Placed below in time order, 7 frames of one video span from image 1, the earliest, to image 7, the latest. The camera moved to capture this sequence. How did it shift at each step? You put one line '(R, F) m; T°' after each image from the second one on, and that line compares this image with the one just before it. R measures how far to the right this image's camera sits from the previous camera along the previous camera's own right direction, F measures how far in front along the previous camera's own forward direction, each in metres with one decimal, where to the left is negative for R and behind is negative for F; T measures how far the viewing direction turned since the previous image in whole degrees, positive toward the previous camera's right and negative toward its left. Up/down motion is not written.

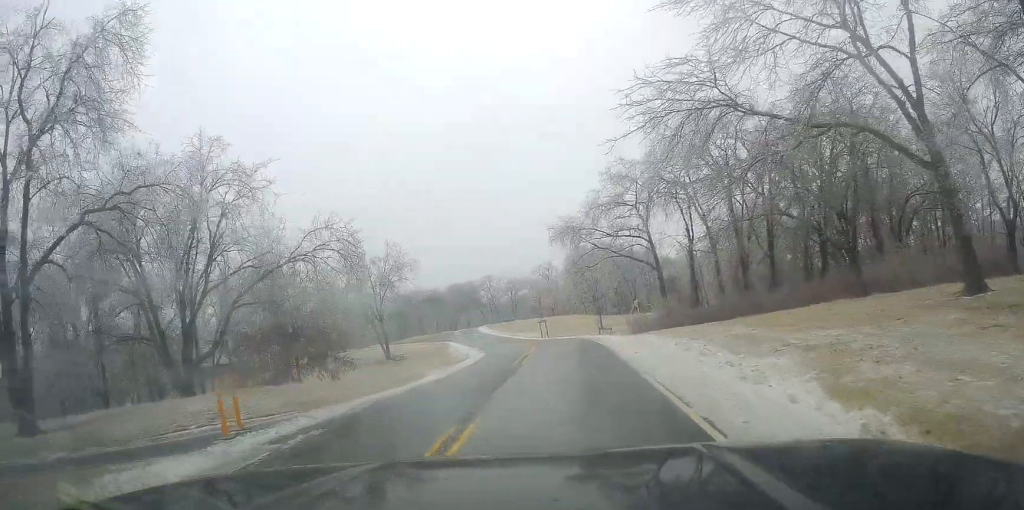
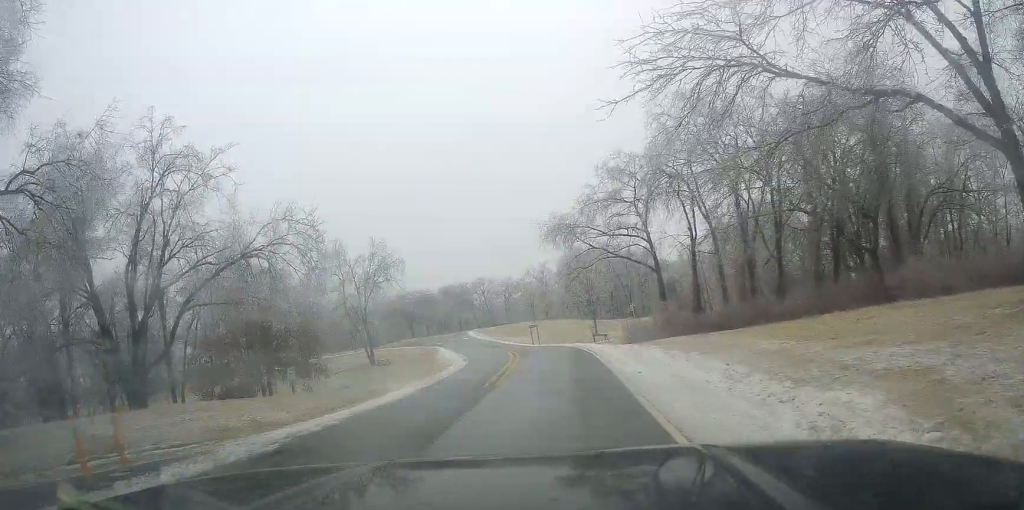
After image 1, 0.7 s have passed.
(-0.1, +4.4) m; +2°
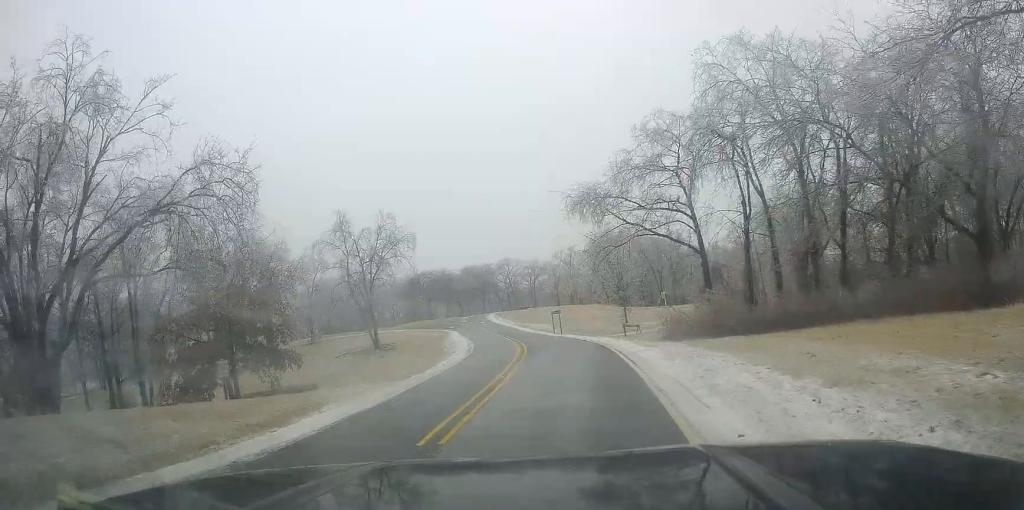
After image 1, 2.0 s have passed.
(+0.5, +8.7) m; +1°
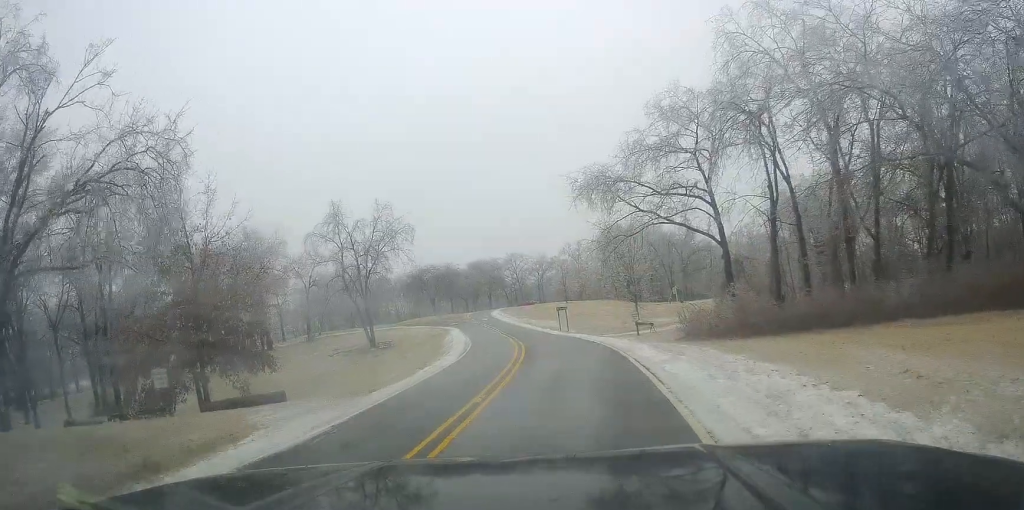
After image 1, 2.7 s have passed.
(-0.4, +4.7) m; -1°
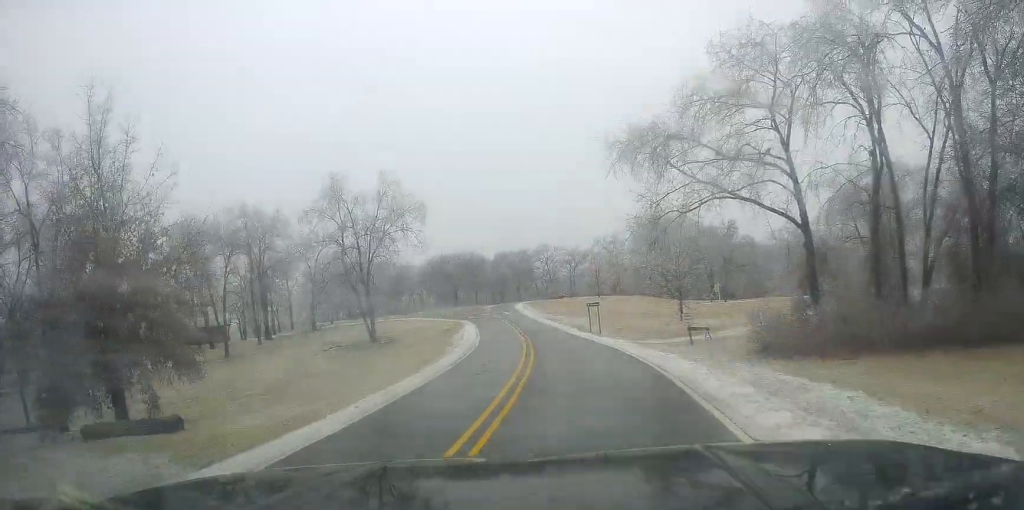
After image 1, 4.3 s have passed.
(-0.1, +10.2) m; -5°
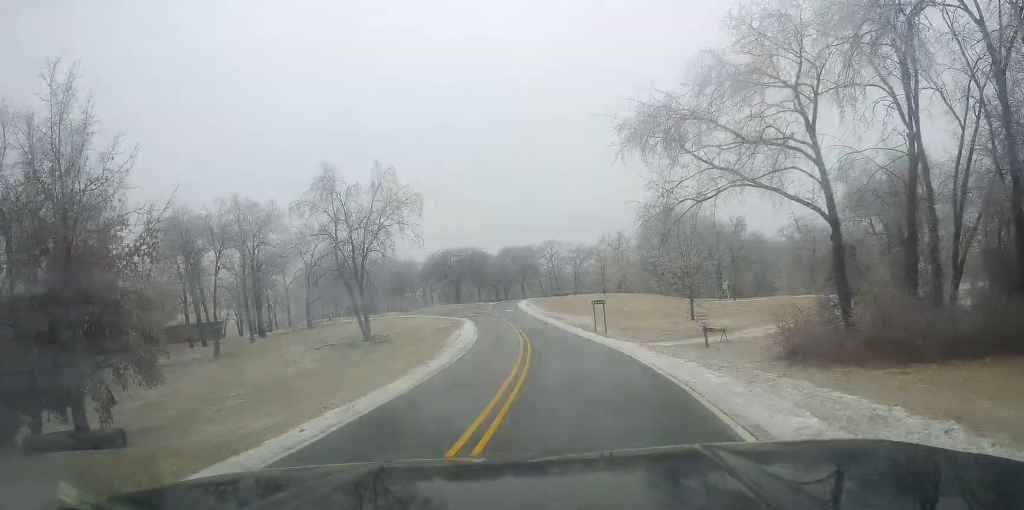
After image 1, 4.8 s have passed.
(-0.4, +3.0) m; -2°
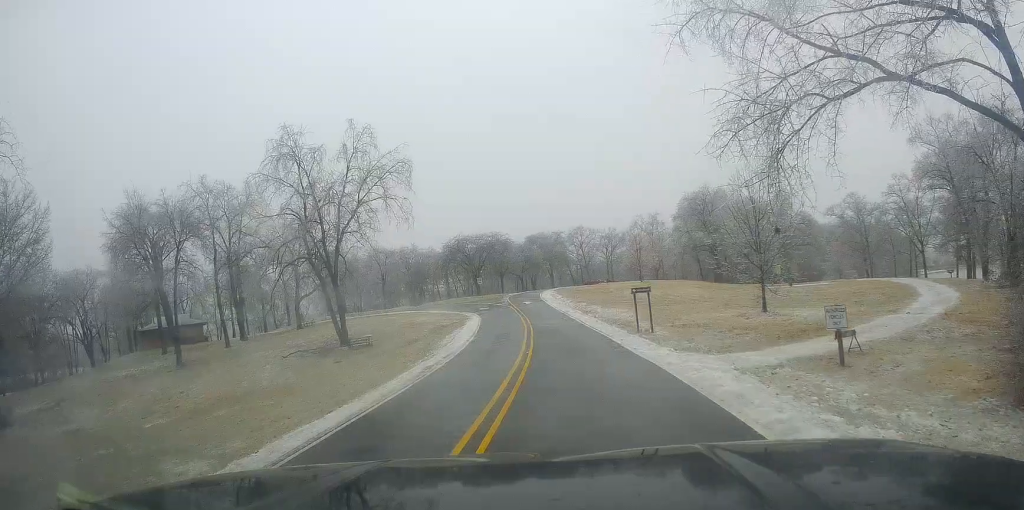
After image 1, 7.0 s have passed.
(+0.5, +13.4) m; +3°
